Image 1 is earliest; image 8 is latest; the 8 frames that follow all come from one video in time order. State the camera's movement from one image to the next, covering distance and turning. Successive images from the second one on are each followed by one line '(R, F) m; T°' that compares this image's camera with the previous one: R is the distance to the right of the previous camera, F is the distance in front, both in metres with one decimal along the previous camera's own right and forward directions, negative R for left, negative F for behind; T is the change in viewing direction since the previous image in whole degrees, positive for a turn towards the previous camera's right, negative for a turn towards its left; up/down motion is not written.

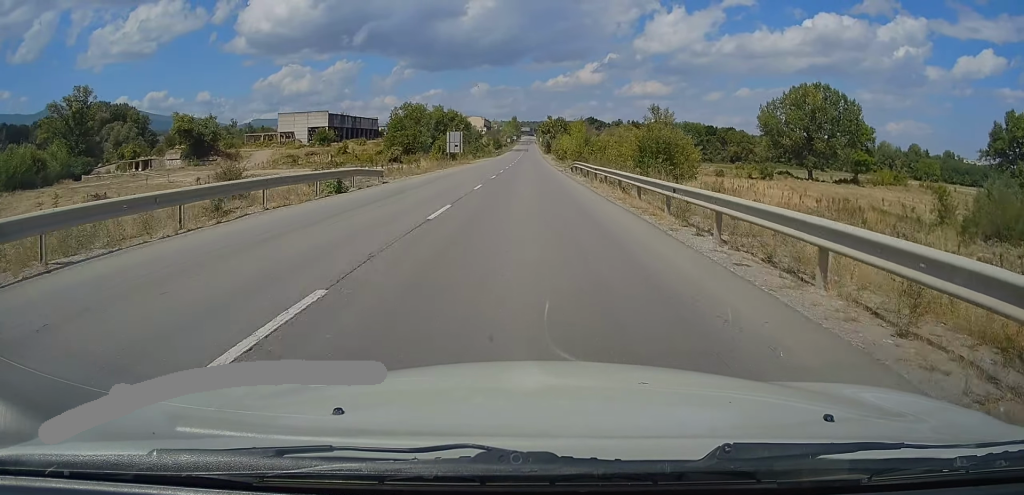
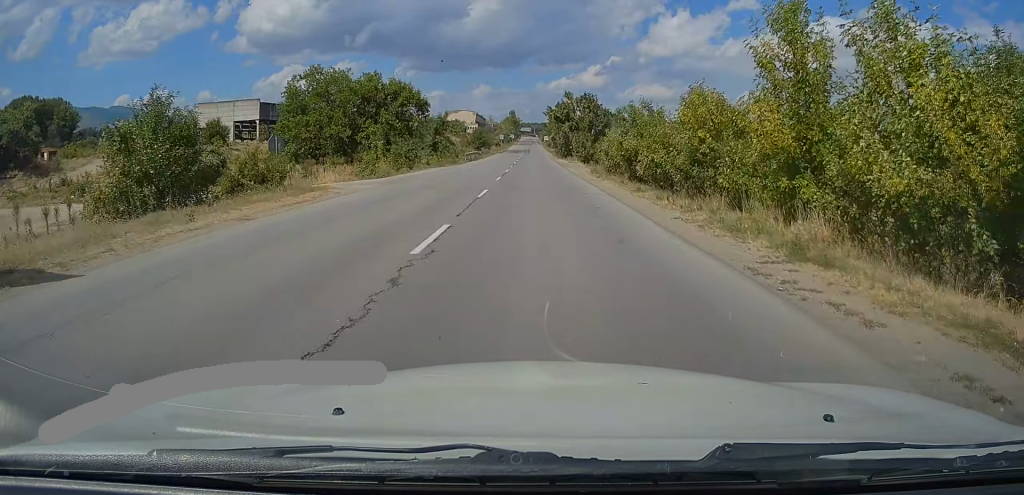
(-0.7, +56.7) m; -1°
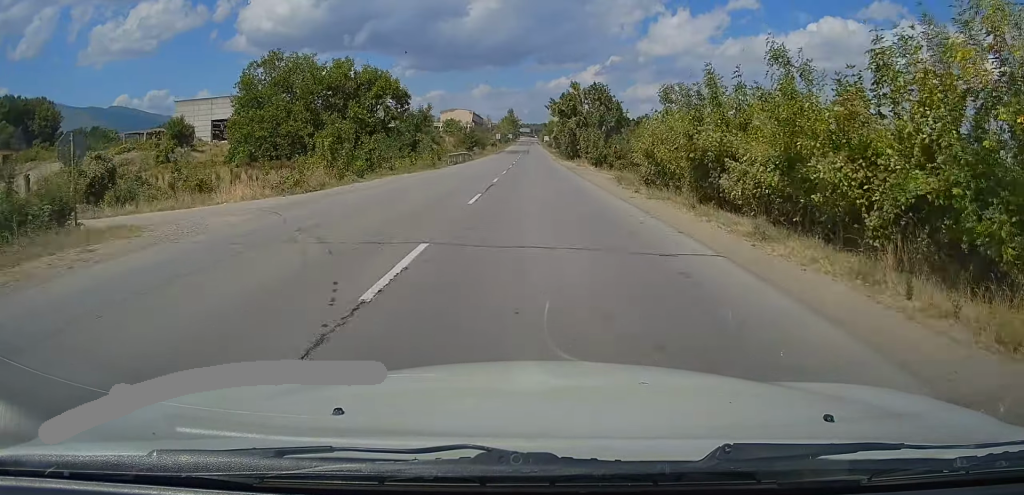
(0.0, +11.7) m; 0°
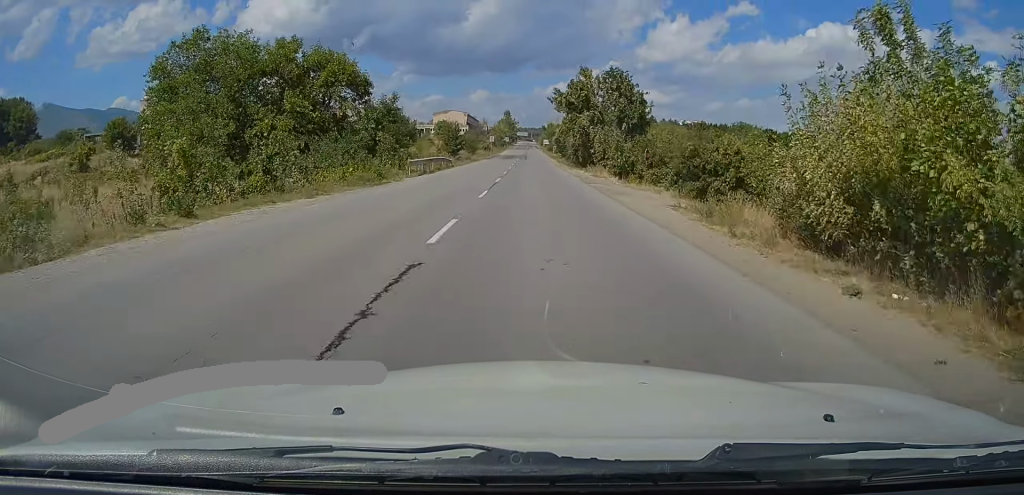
(-0.1, +14.6) m; 0°
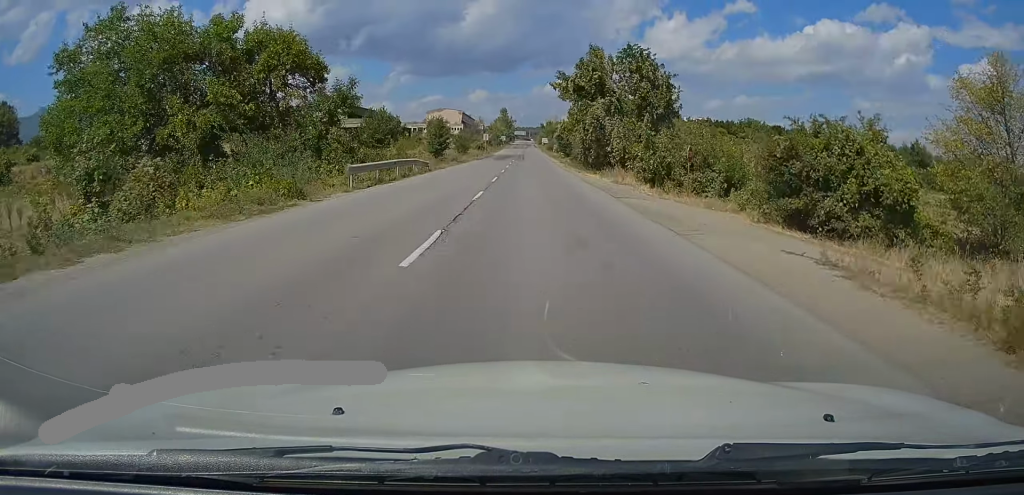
(-0.1, +10.3) m; 0°
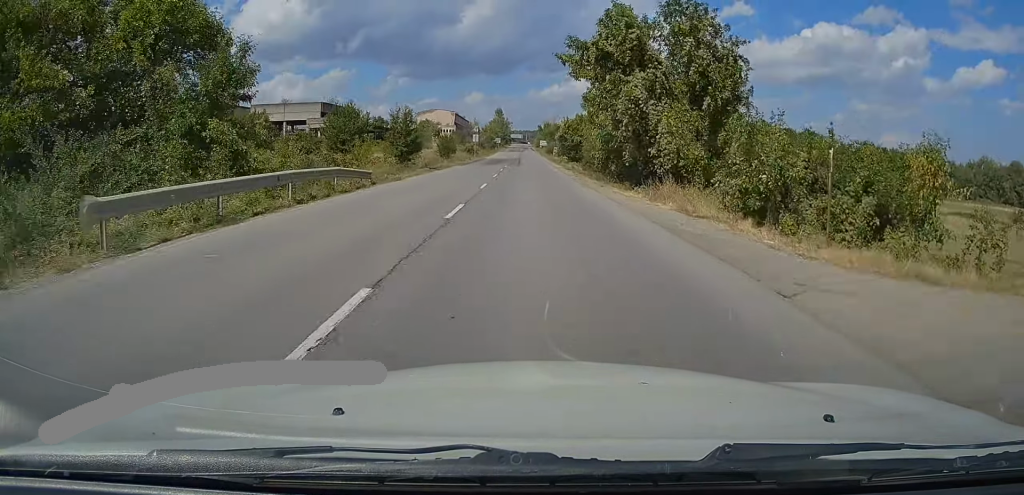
(0.0, +13.2) m; 0°
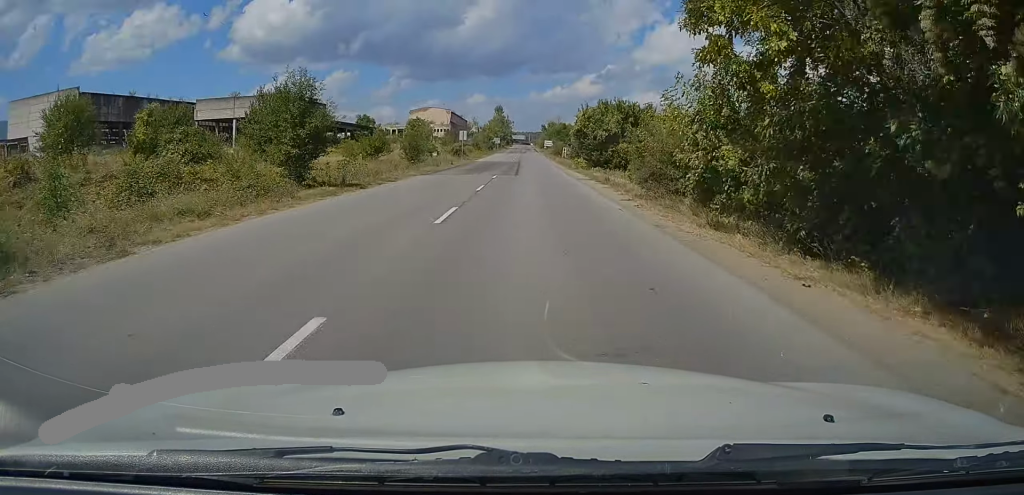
(+0.2, +19.2) m; +1°
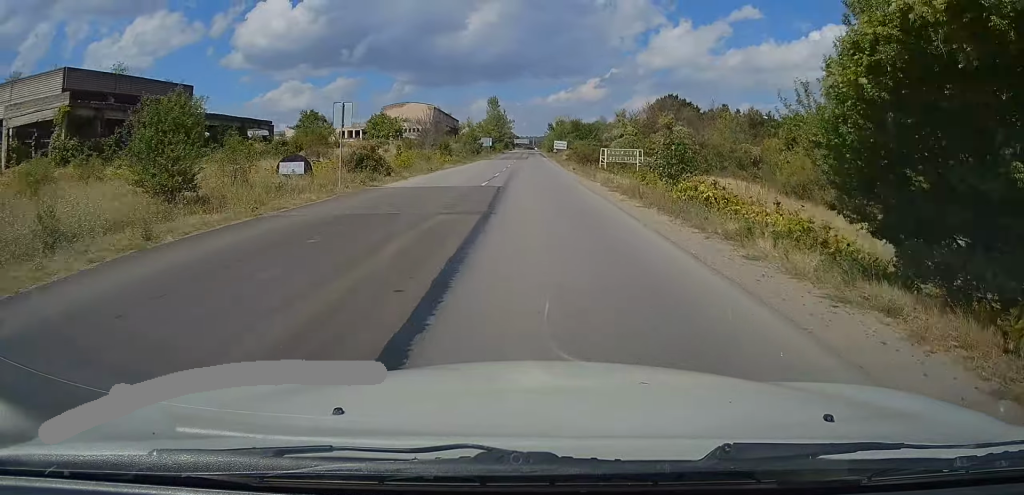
(-0.3, +41.7) m; 0°
